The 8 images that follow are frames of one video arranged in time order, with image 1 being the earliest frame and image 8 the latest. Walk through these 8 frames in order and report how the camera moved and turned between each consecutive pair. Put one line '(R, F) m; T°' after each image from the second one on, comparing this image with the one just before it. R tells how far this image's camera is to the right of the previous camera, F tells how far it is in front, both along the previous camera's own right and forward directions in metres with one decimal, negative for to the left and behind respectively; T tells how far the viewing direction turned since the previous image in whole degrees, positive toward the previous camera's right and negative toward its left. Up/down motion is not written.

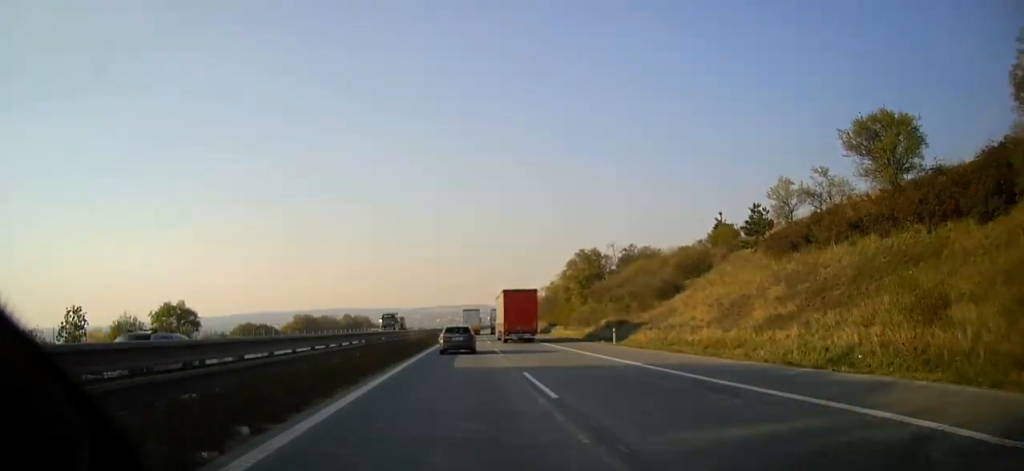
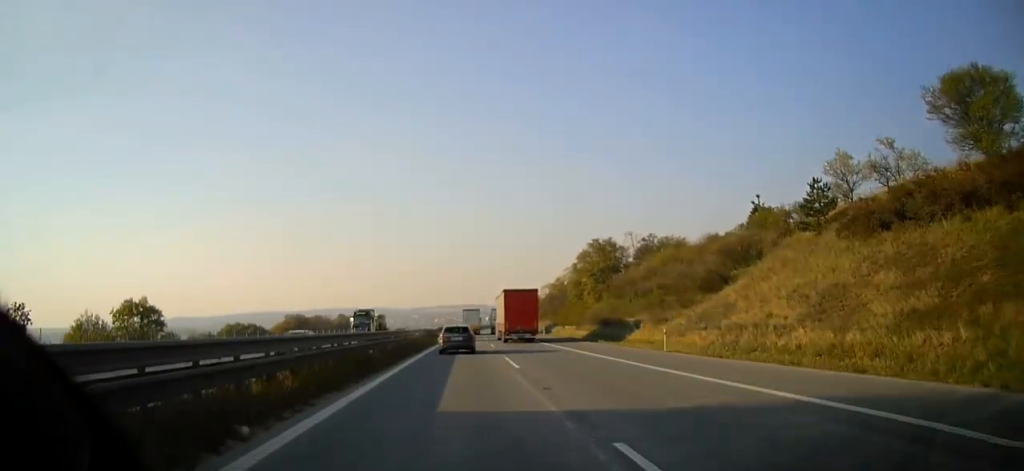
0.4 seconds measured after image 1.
(0.0, +10.3) m; 0°
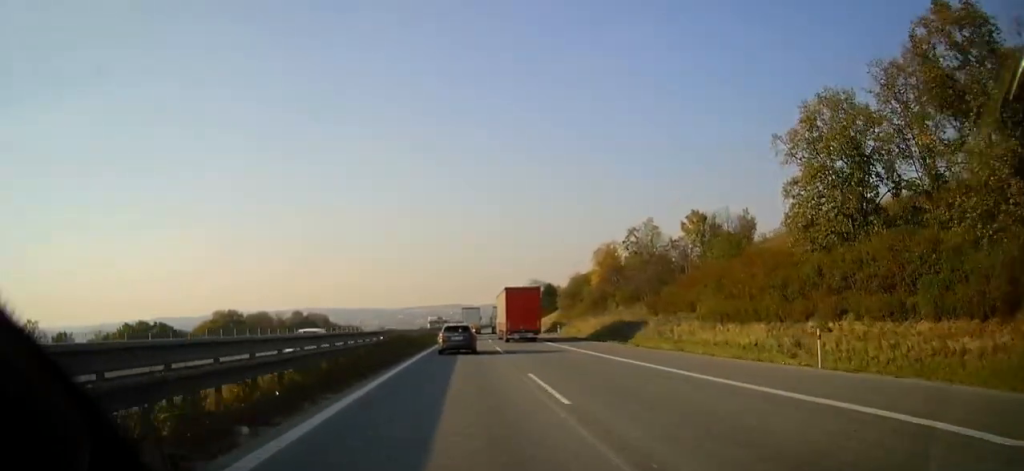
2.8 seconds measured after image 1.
(+0.9, +63.3) m; +1°
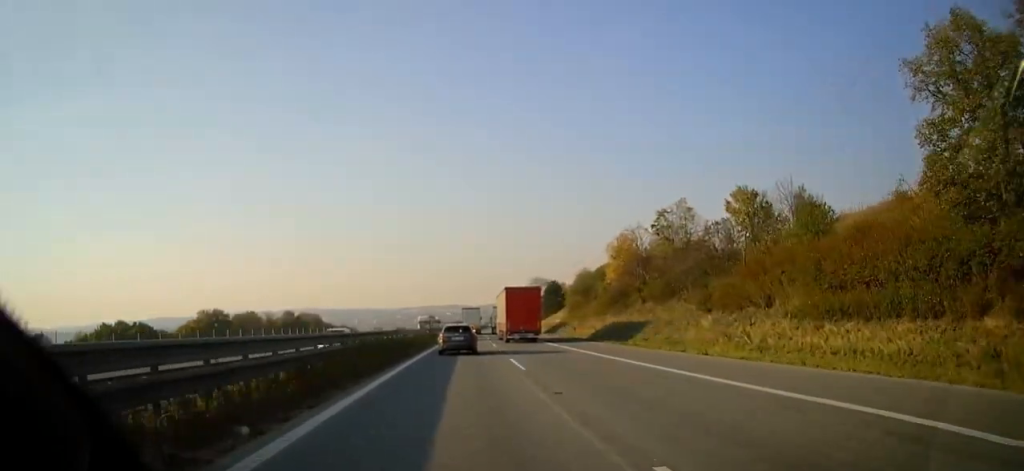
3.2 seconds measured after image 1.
(0.0, +10.5) m; 0°
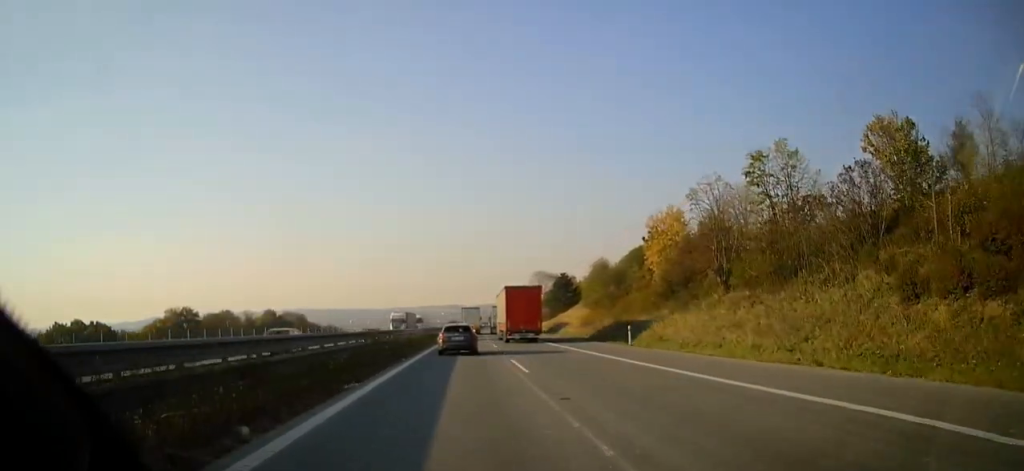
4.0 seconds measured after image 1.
(+0.1, +19.2) m; 0°
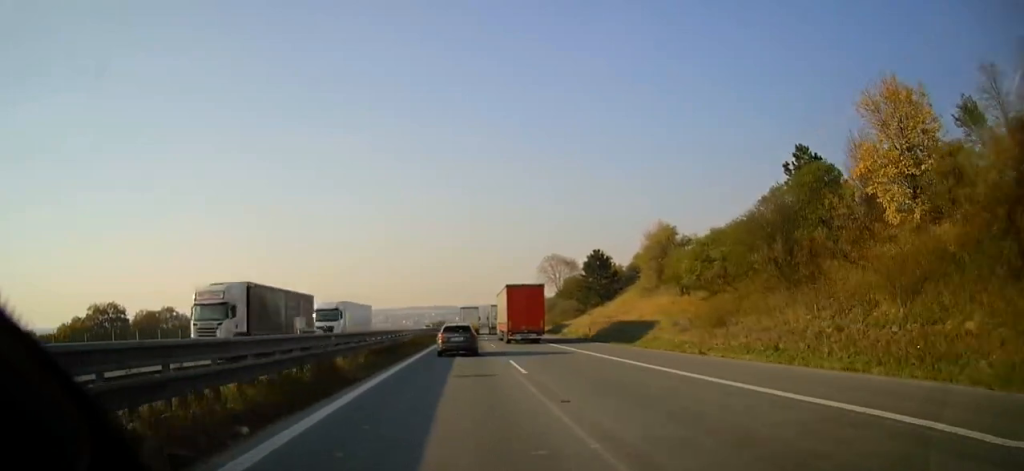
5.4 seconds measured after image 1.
(+0.3, +36.5) m; +1°
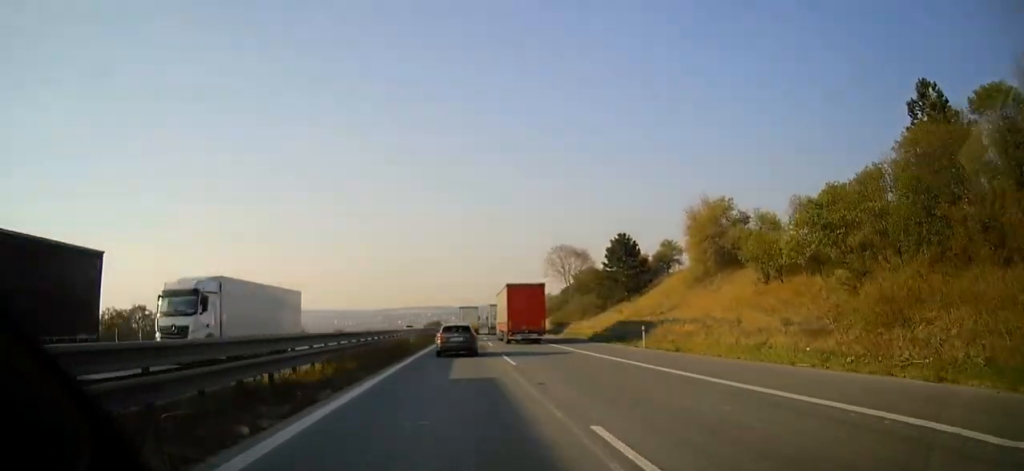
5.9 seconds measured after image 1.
(+0.1, +14.7) m; 0°
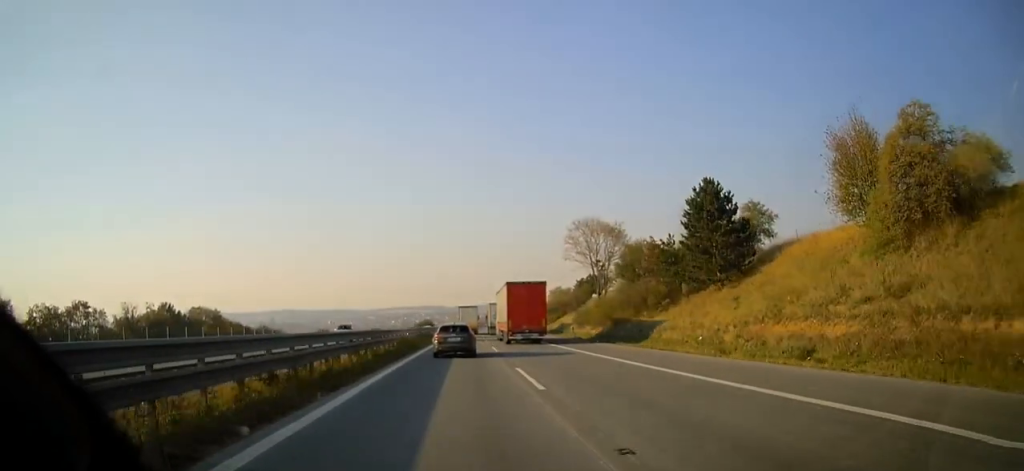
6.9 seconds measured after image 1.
(+0.1, +25.9) m; +1°
